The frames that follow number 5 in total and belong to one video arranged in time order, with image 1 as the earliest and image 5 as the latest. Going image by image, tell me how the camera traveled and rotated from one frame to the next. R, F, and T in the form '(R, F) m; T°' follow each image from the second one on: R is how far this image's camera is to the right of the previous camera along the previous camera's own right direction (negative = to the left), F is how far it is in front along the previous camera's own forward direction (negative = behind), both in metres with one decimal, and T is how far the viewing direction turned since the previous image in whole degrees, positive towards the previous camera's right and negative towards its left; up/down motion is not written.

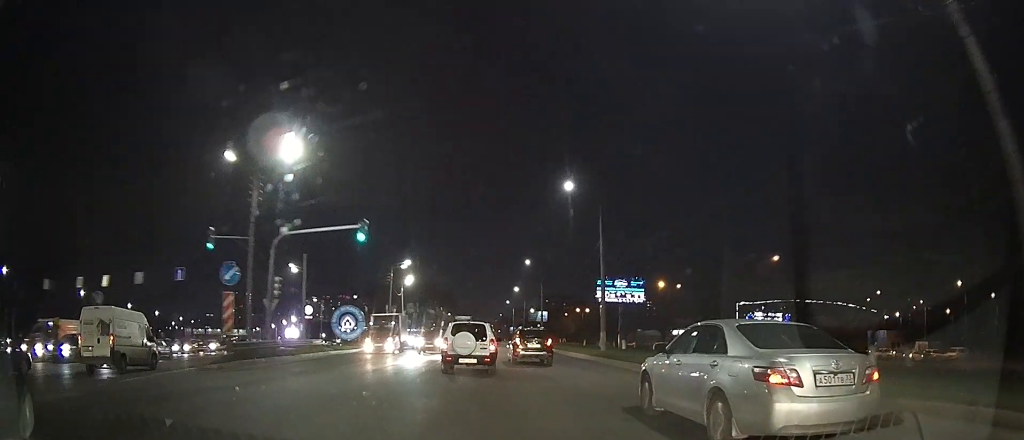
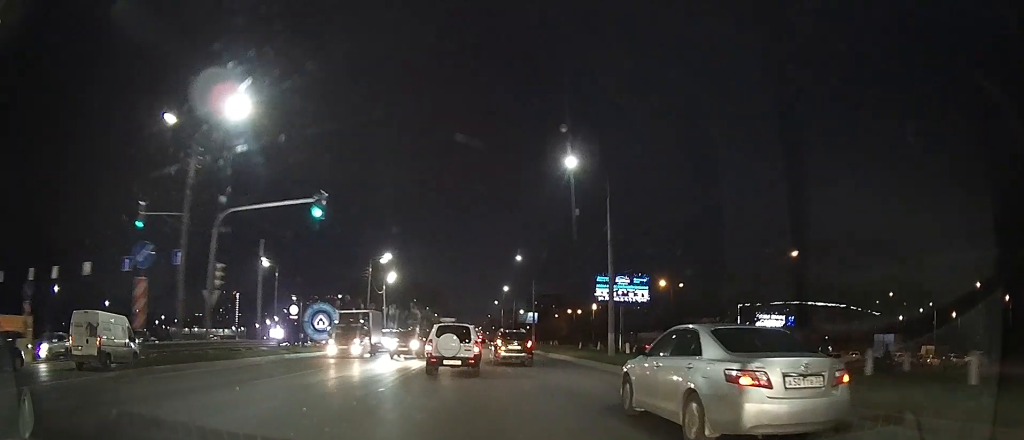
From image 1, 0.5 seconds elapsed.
(0.0, +5.6) m; +1°
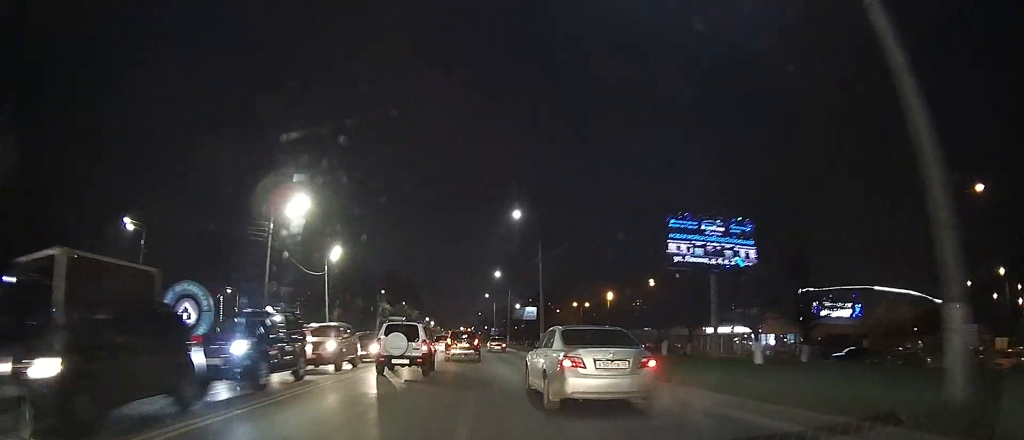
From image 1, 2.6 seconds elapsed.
(+0.2, +24.8) m; 0°
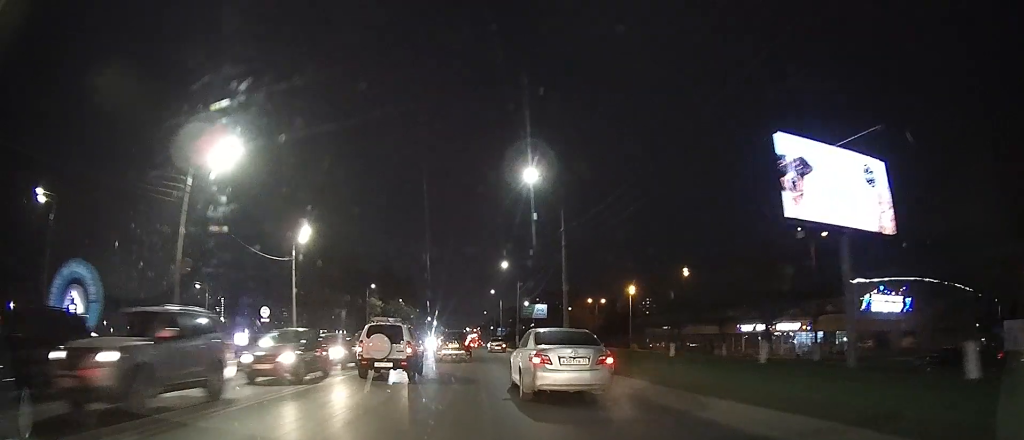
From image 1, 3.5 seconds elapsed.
(-0.1, +11.5) m; -1°
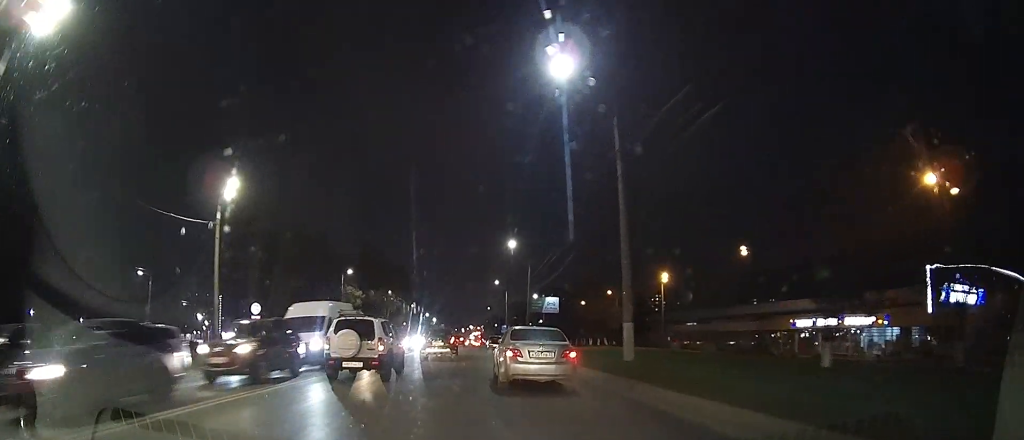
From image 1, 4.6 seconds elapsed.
(0.0, +14.5) m; 0°
